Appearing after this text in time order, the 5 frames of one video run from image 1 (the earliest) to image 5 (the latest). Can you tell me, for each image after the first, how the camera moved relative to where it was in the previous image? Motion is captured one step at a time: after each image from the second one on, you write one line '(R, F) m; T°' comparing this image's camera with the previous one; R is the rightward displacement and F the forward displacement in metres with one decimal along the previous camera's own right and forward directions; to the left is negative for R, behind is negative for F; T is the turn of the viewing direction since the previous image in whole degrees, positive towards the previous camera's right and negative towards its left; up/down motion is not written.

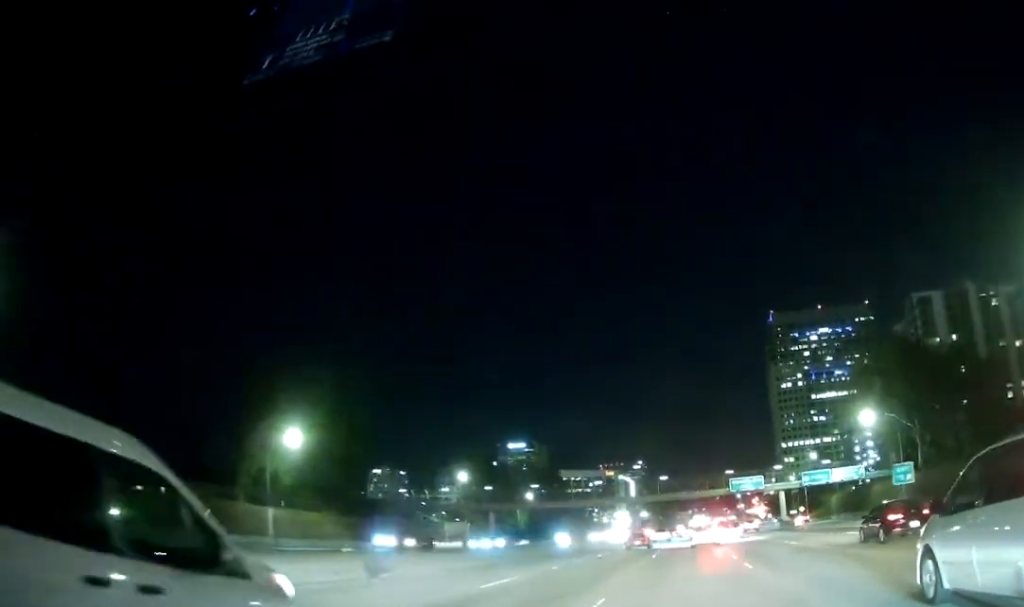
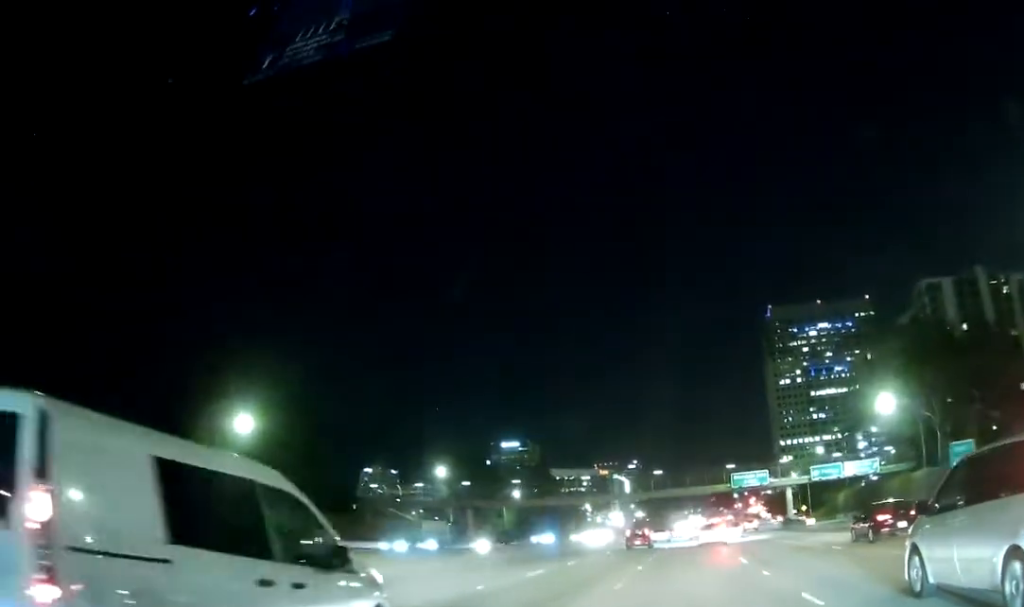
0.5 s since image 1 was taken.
(+0.1, +10.2) m; +1°
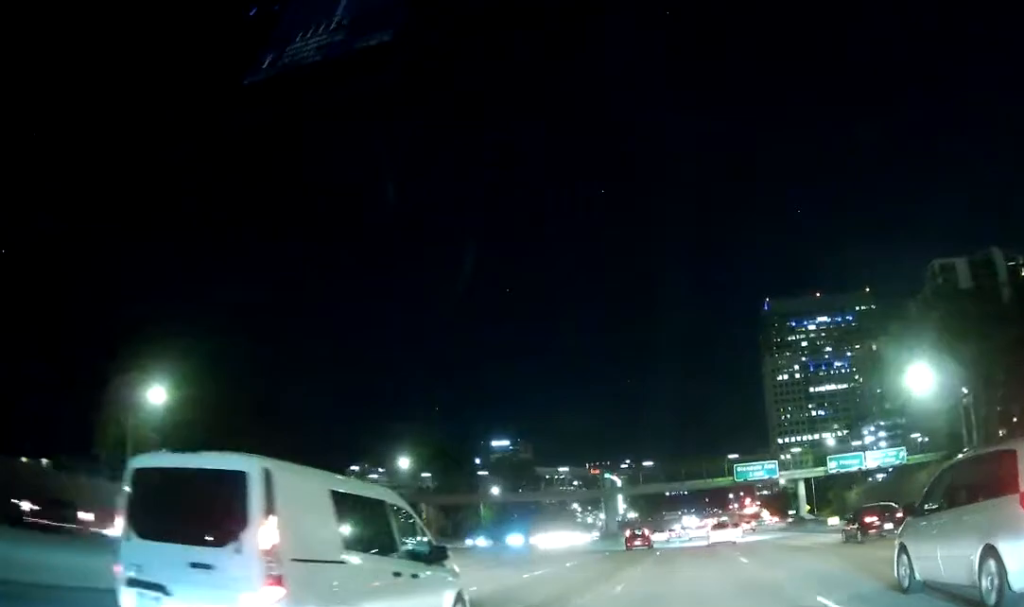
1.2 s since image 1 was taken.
(+0.1, +14.7) m; 0°
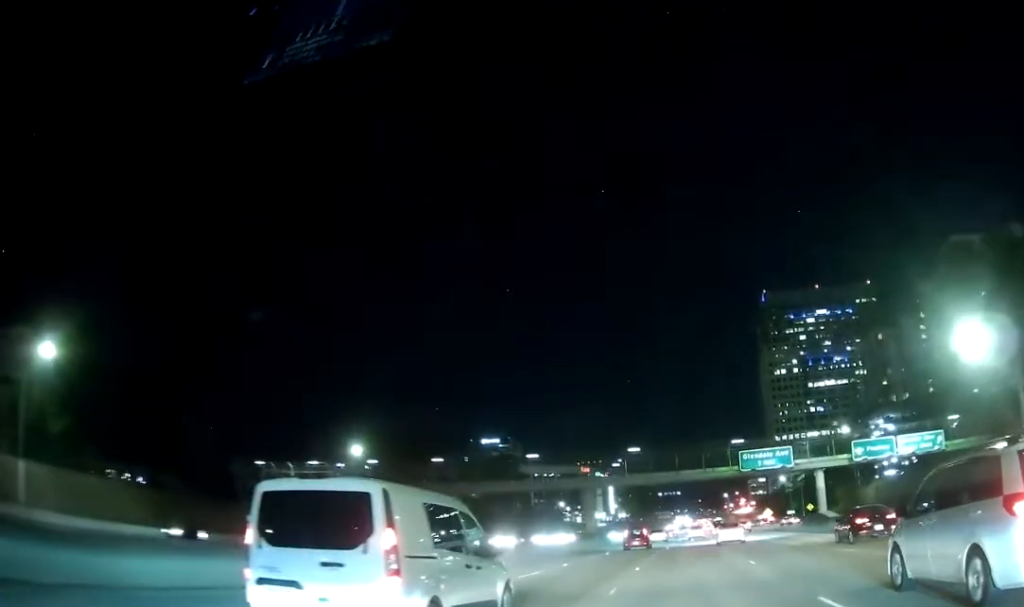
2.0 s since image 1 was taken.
(0.0, +14.9) m; 0°
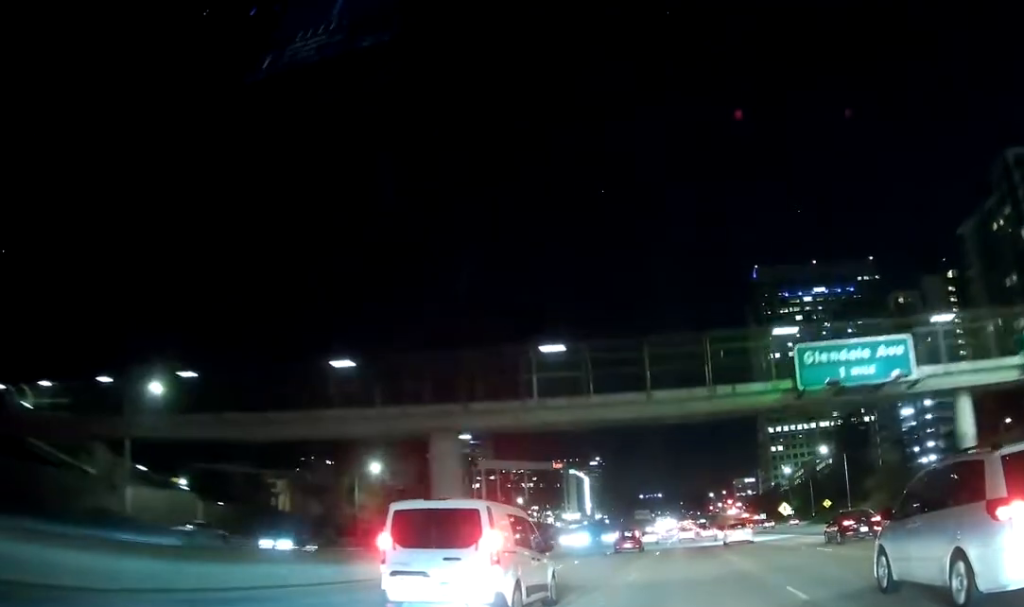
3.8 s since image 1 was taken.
(+0.2, +38.8) m; +1°
